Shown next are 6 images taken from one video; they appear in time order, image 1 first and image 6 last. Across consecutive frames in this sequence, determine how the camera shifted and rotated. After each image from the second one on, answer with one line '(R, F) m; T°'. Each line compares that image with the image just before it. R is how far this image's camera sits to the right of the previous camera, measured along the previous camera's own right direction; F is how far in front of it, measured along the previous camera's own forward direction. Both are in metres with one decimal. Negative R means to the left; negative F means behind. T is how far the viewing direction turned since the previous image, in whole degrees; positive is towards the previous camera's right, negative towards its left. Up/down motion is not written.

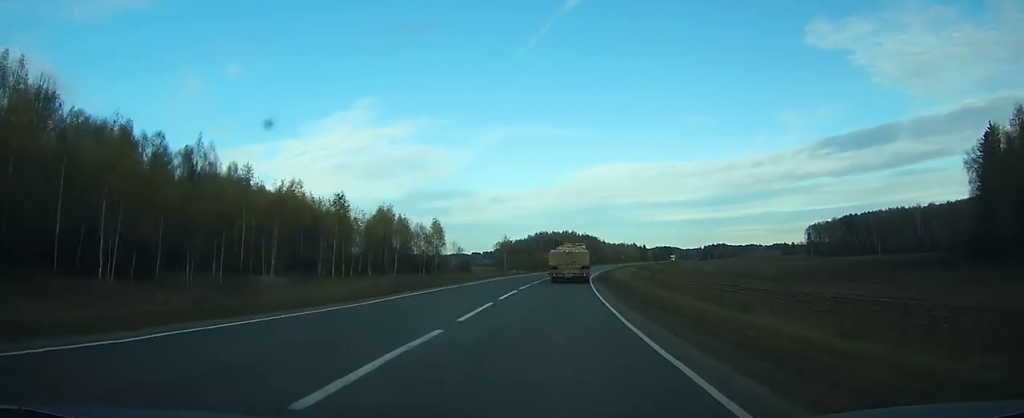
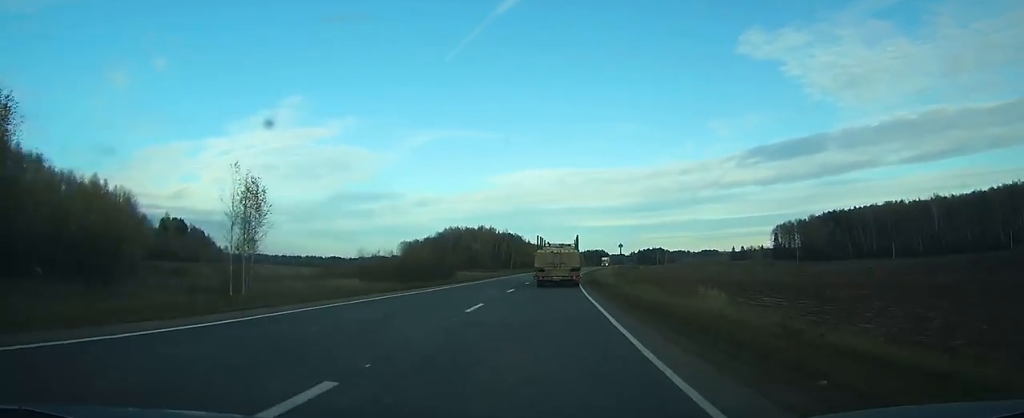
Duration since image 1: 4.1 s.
(+5.3, +92.4) m; +6°
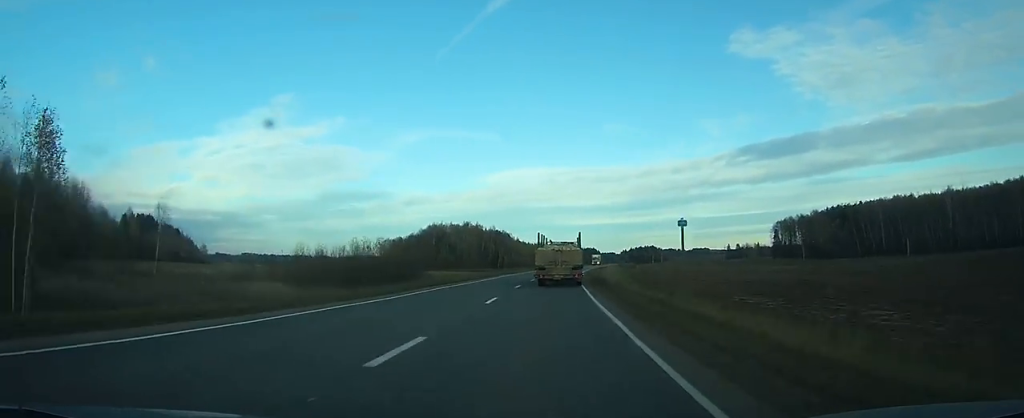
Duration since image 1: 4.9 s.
(+0.1, +20.0) m; +1°
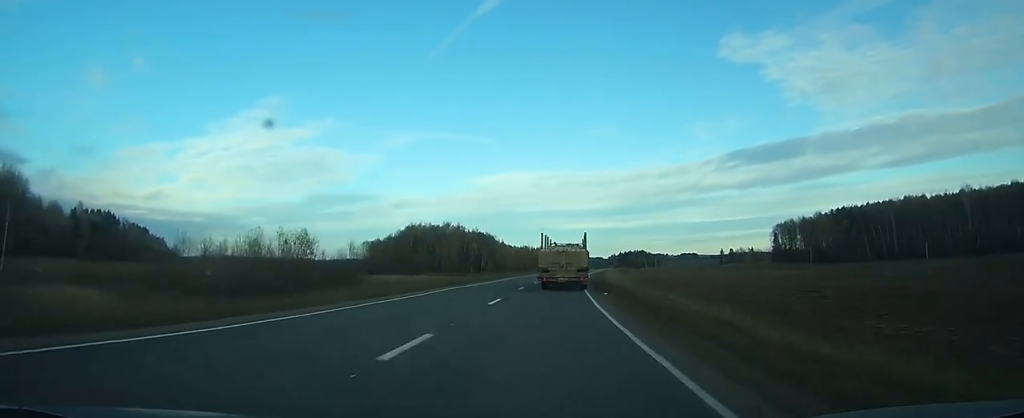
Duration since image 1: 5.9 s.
(+0.3, +23.2) m; +1°
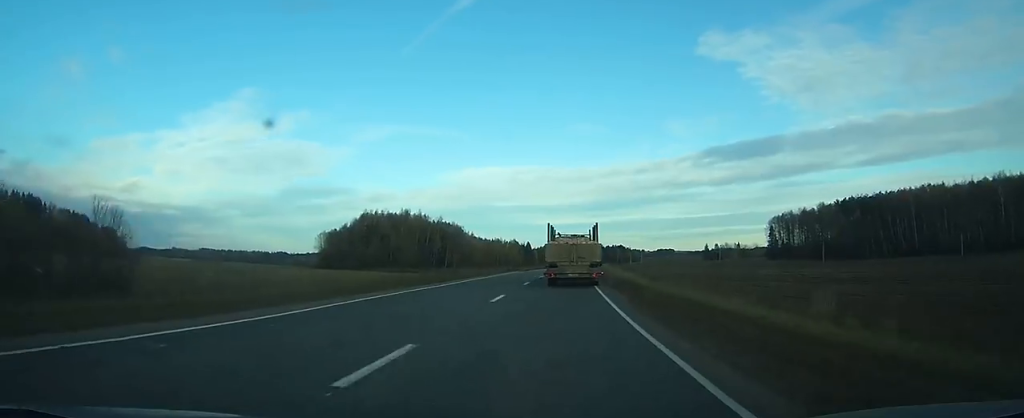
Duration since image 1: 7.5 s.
(+0.6, +37.3) m; +2°
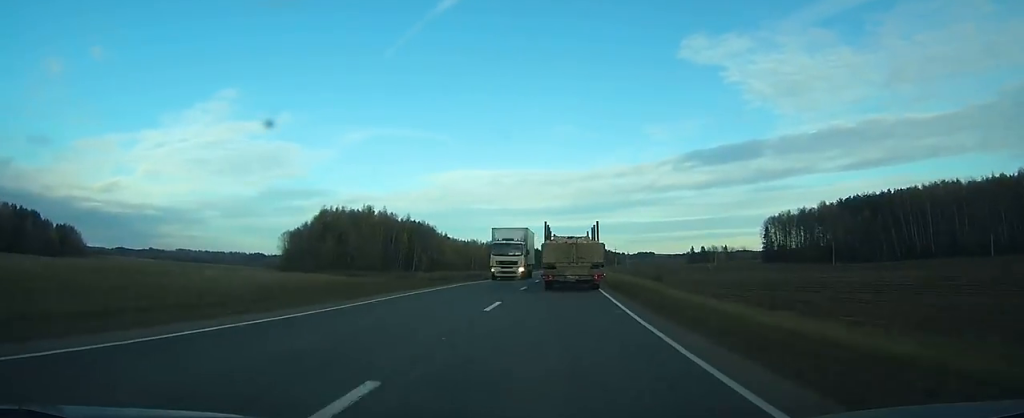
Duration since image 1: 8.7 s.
(+0.4, +26.6) m; +1°
